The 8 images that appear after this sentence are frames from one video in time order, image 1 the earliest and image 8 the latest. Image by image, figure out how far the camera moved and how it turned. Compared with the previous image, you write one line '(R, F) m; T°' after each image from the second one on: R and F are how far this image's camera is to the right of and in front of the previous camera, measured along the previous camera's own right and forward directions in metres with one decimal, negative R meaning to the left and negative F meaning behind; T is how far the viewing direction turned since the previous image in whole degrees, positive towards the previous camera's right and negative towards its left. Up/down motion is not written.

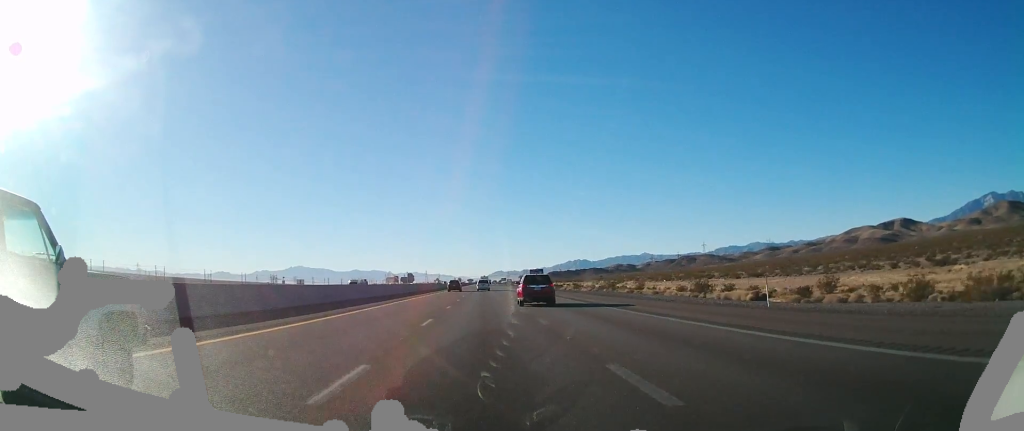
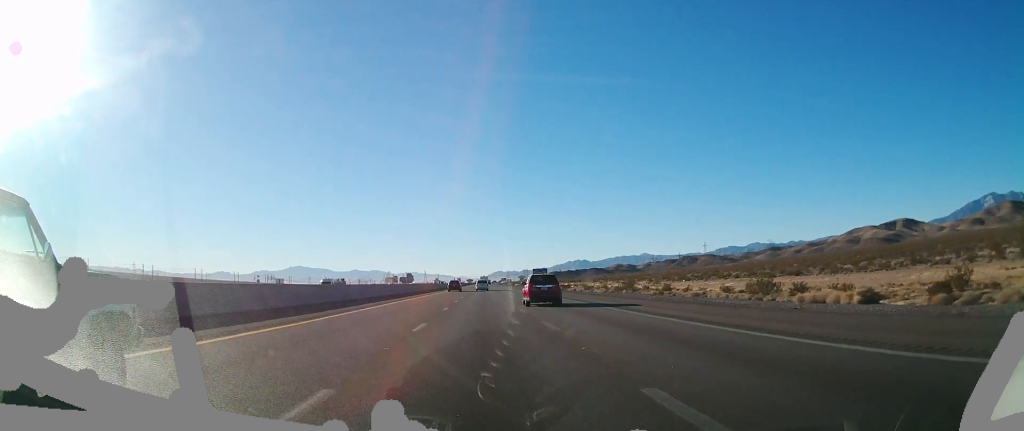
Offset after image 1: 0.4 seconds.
(0.0, +14.4) m; 0°
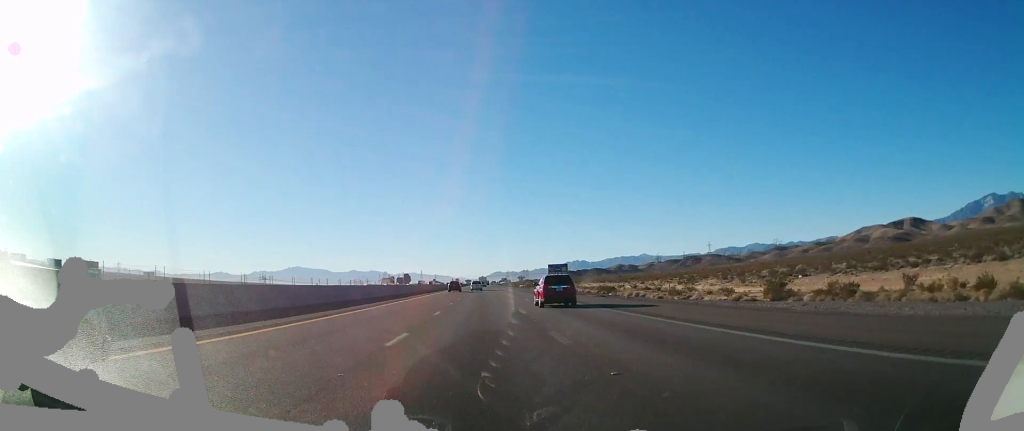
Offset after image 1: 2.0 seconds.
(+0.1, +52.1) m; 0°
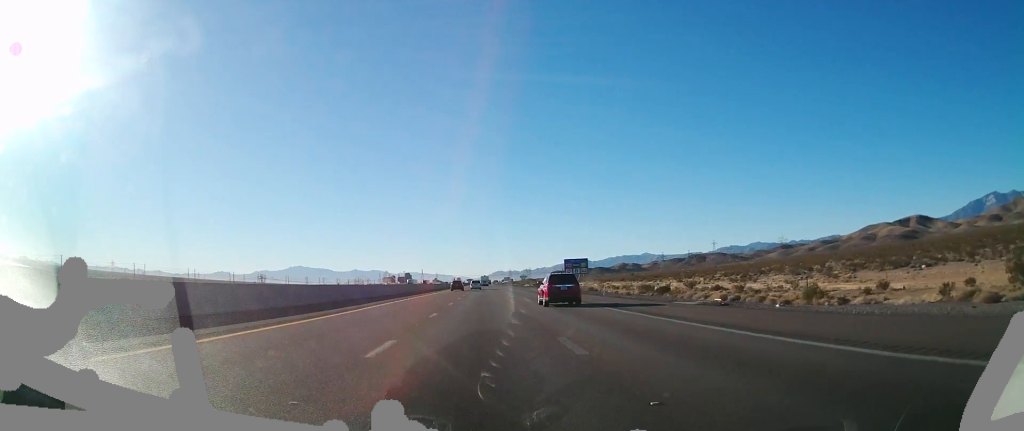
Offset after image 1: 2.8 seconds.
(0.0, +26.7) m; 0°
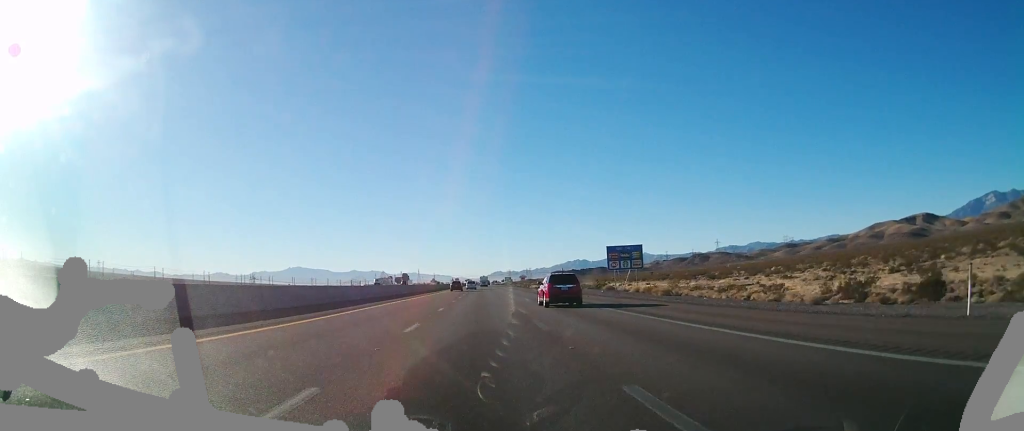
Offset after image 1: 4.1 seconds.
(0.0, +43.4) m; 0°
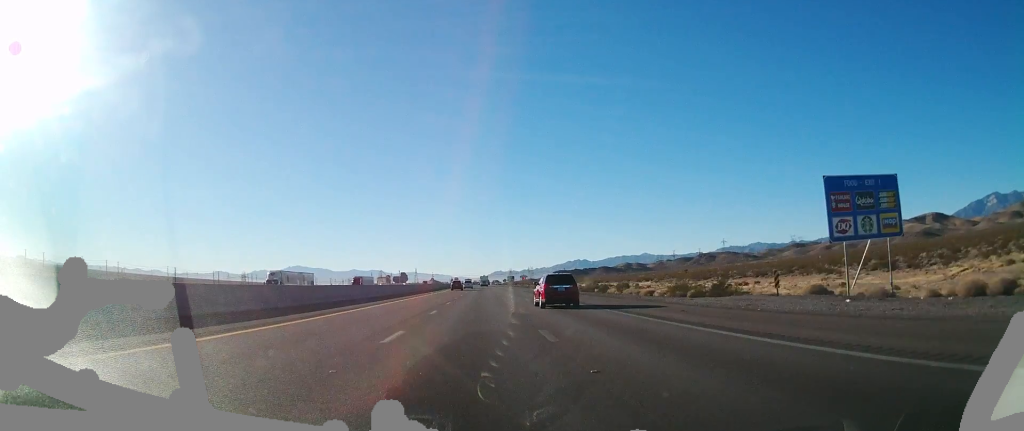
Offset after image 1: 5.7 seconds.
(0.0, +52.2) m; 0°
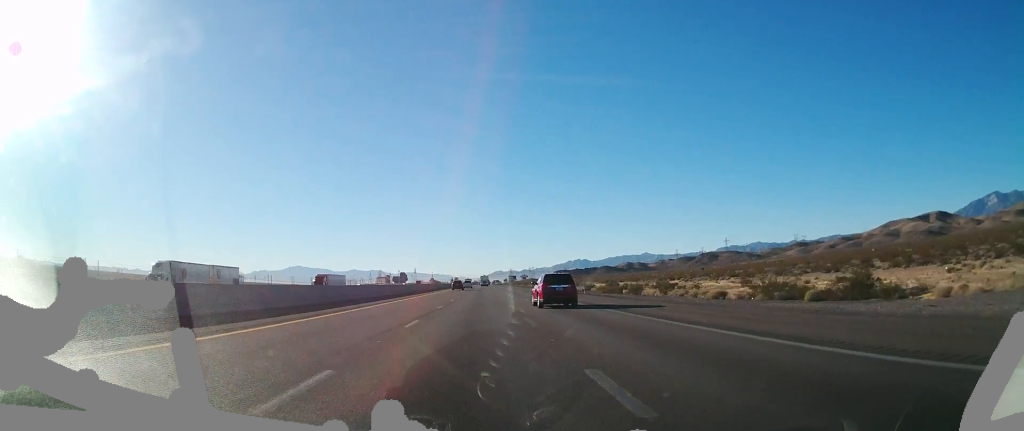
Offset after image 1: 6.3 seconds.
(0.0, +20.0) m; 0°
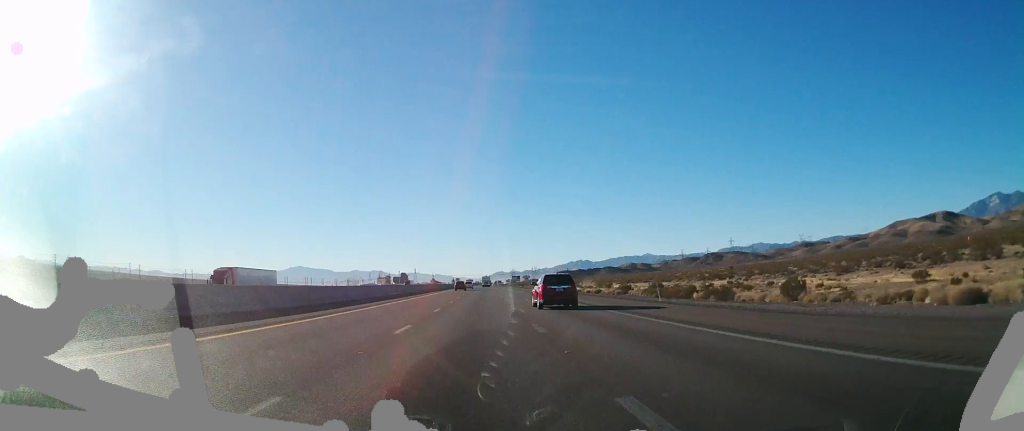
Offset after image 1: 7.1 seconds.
(0.0, +26.7) m; 0°
